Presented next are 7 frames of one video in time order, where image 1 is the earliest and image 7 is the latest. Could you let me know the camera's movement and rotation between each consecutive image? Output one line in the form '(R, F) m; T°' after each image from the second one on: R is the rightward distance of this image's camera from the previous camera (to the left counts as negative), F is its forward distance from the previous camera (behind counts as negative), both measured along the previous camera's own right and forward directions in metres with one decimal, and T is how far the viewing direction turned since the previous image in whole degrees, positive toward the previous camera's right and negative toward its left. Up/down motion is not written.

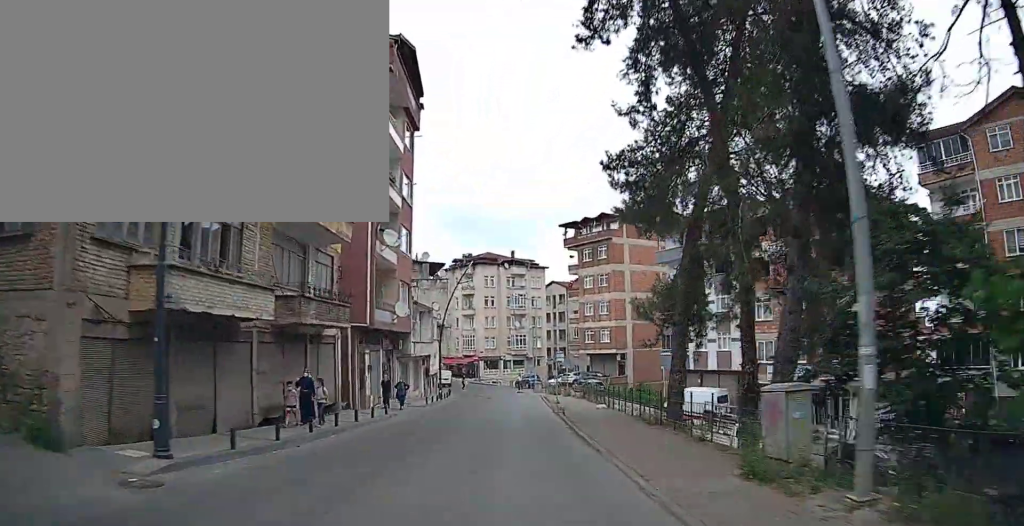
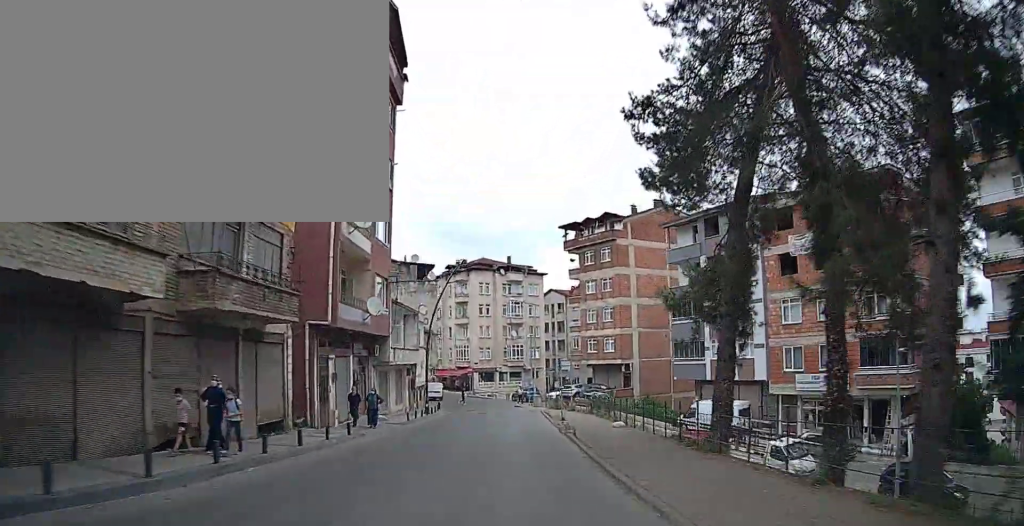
(0.0, +5.0) m; 0°
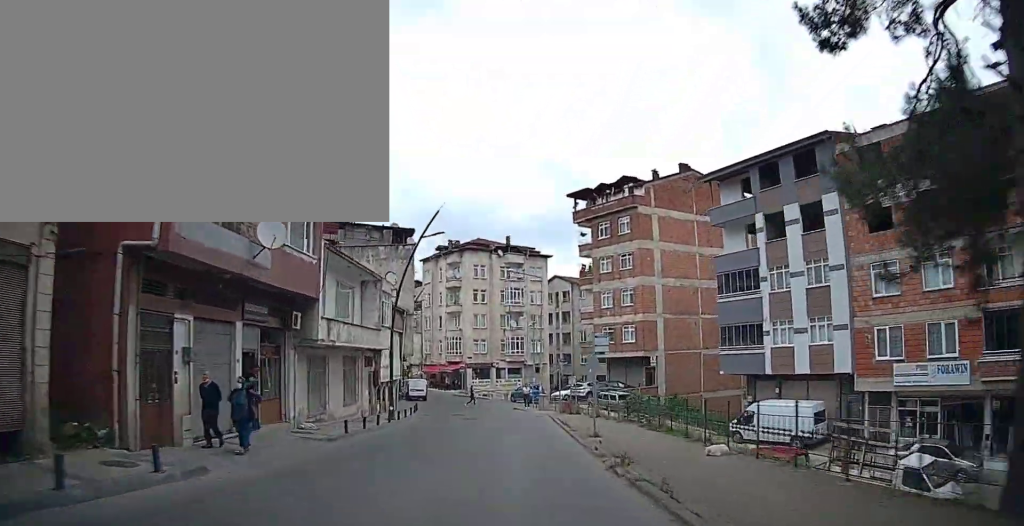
(0.0, +10.8) m; +2°
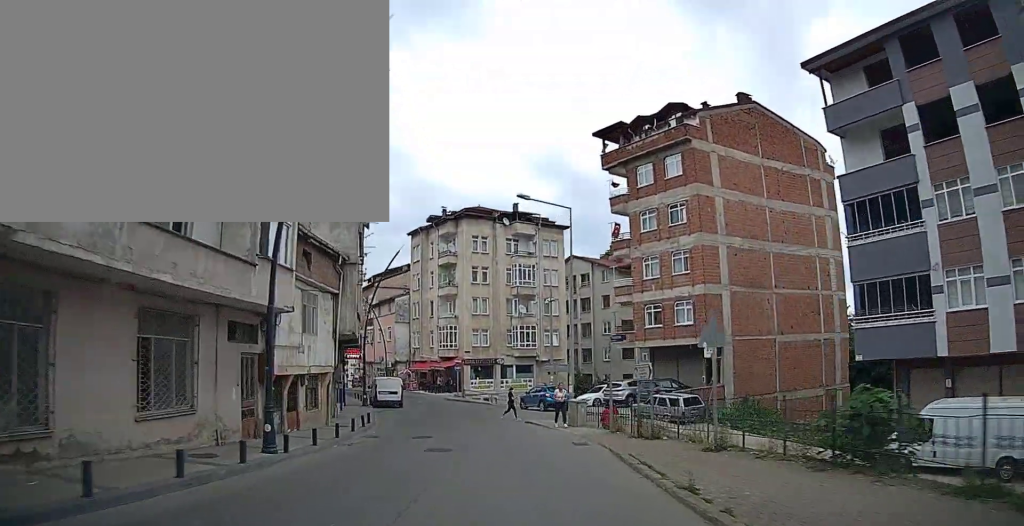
(+0.5, +14.5) m; +1°
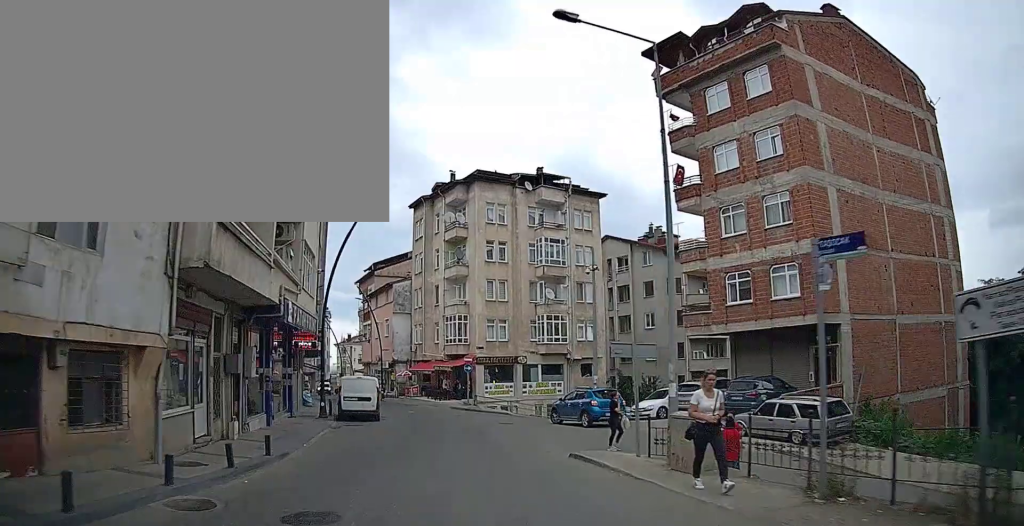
(-0.7, +11.1) m; -6°
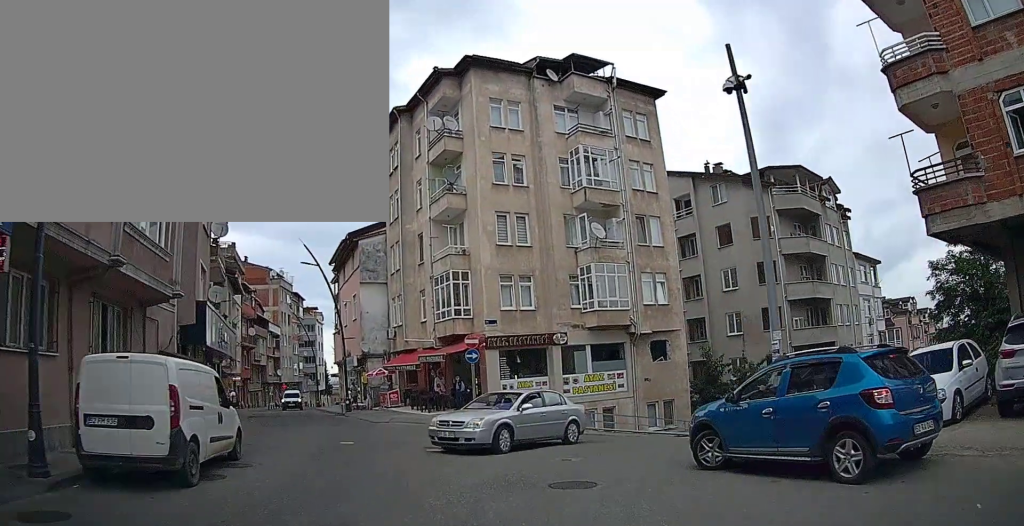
(-0.7, +17.0) m; +1°
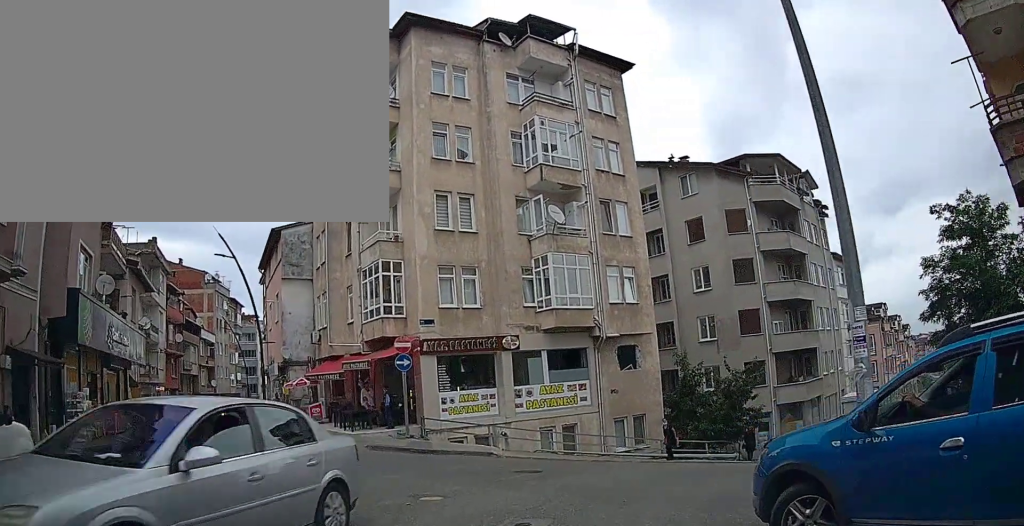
(+0.4, +5.0) m; +3°
